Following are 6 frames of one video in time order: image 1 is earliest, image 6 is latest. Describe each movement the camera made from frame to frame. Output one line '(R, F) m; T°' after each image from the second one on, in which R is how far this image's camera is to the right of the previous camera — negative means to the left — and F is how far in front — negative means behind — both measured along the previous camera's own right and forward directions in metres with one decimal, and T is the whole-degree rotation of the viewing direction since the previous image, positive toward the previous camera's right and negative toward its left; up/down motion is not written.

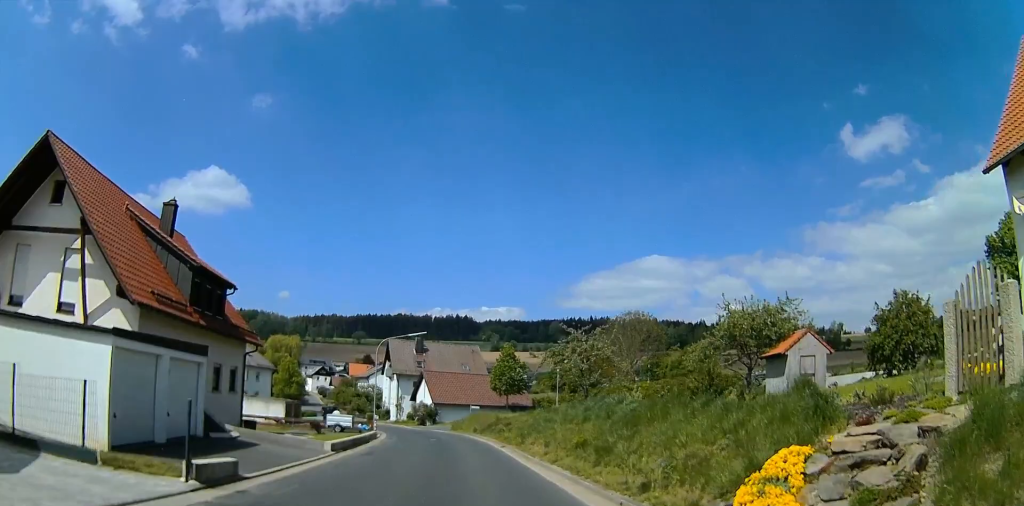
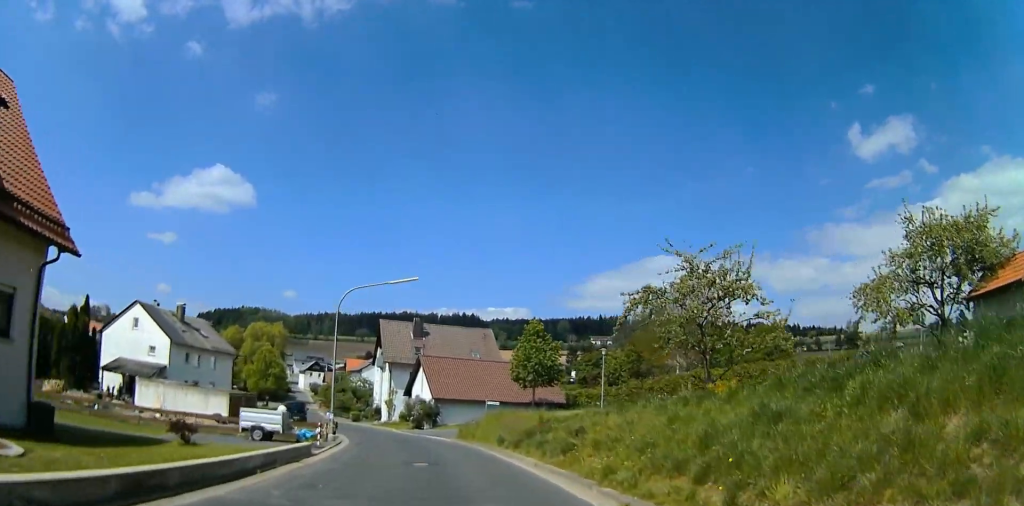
(-0.6, +18.0) m; 0°
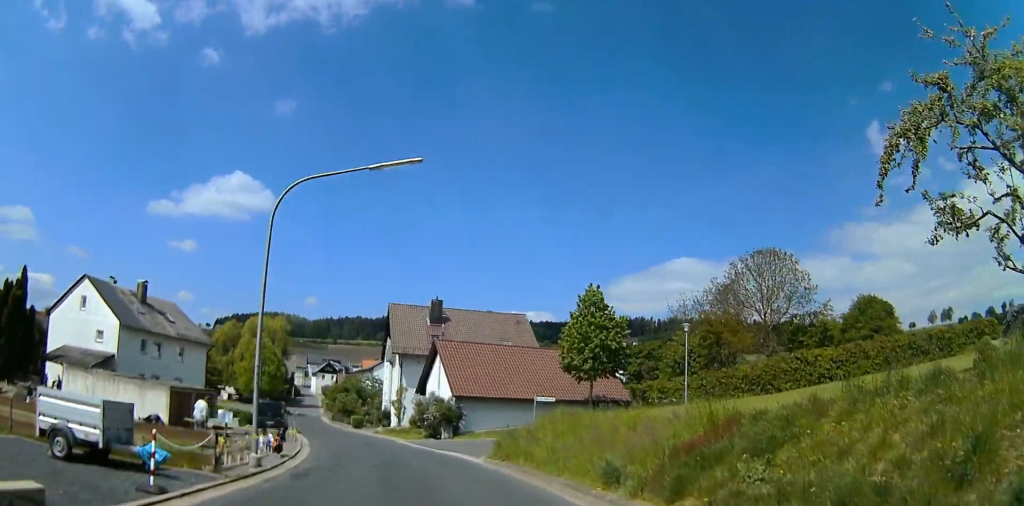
(+0.5, +12.9) m; +4°
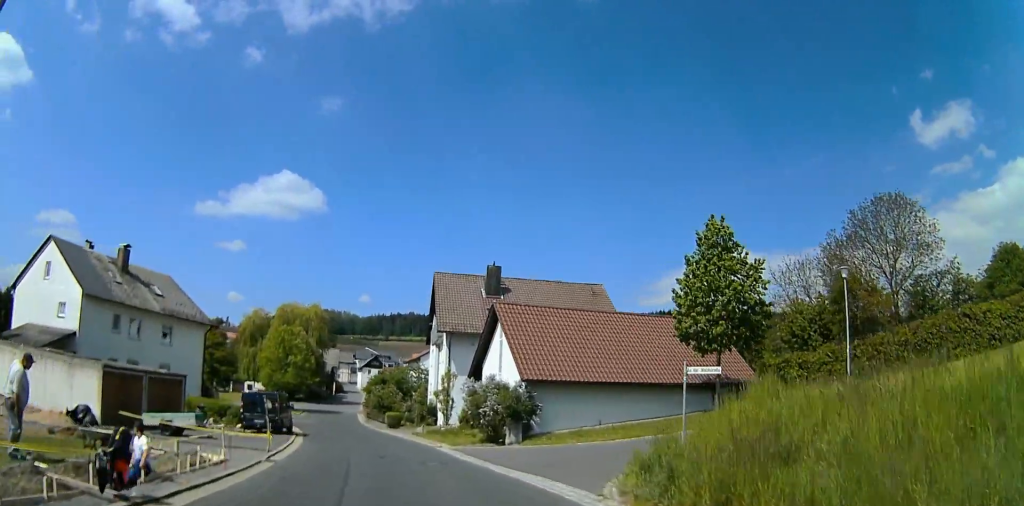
(+0.2, +11.9) m; -7°
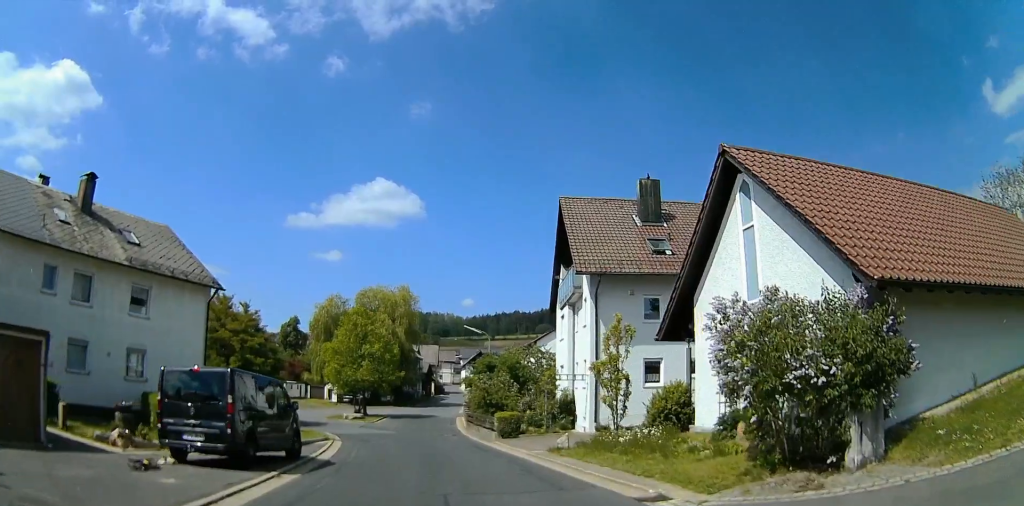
(-2.8, +18.3) m; -12°
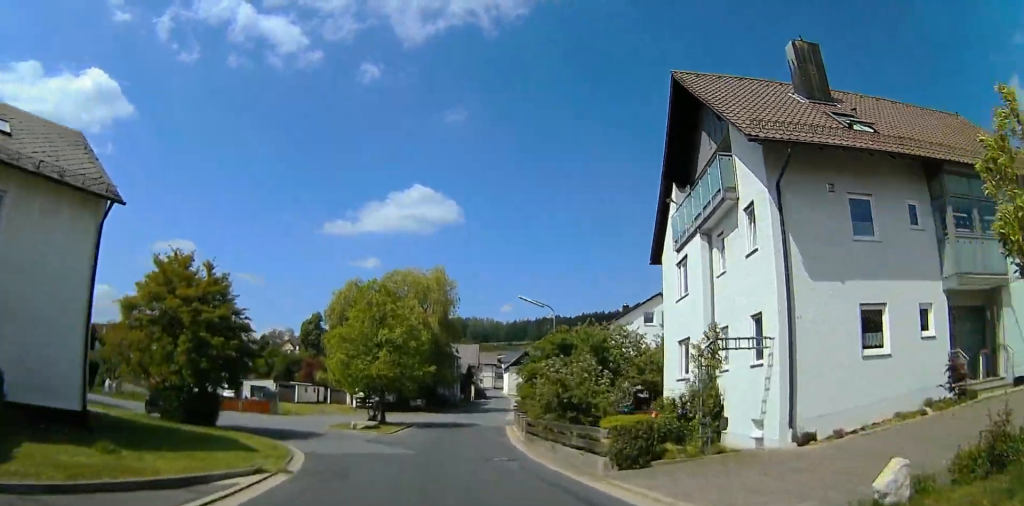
(-0.6, +14.0) m; -3°
